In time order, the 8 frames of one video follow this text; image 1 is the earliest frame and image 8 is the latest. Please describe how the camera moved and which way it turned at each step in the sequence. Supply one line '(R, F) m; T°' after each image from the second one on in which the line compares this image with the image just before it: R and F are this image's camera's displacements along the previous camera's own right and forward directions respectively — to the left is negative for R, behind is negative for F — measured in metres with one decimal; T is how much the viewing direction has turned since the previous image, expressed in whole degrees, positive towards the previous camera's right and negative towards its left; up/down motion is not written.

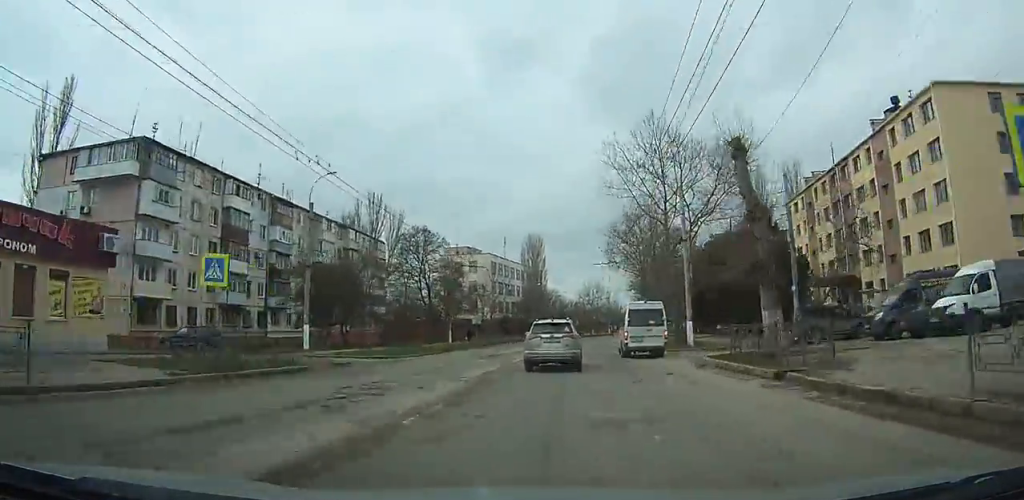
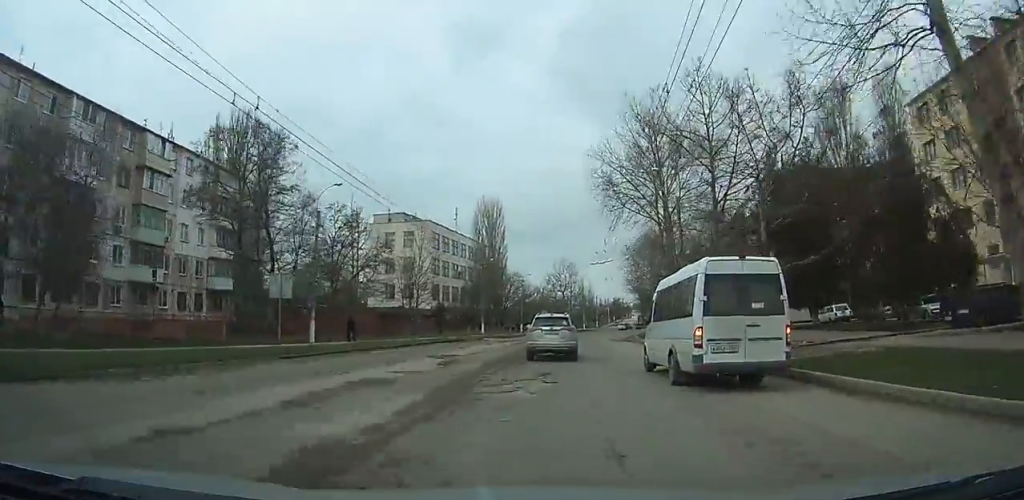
(+0.6, +36.1) m; +3°
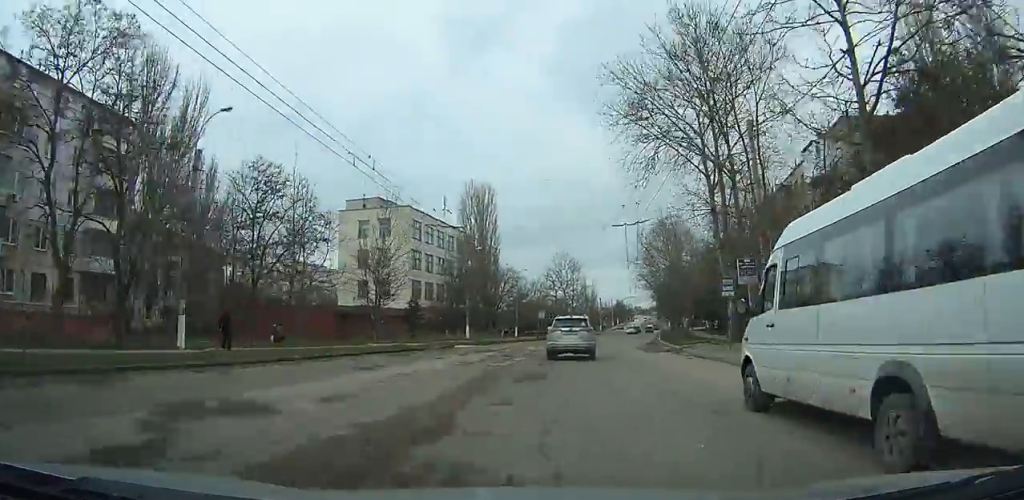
(+0.2, +15.7) m; +4°
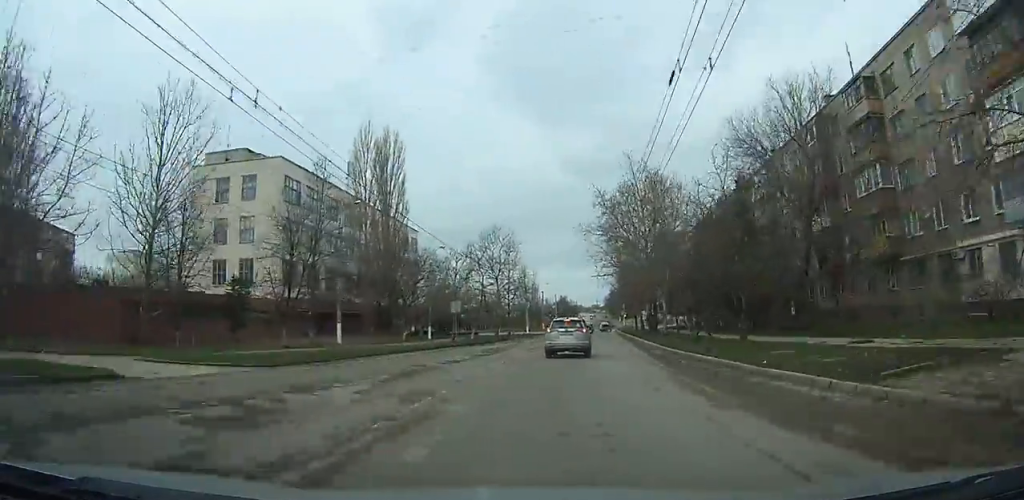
(+1.7, +26.8) m; +6°
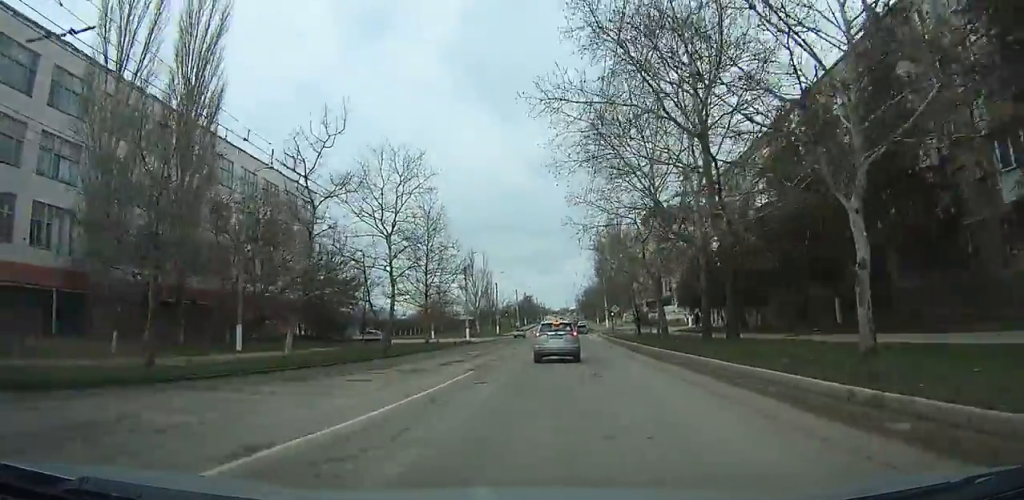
(+0.8, +36.2) m; +1°
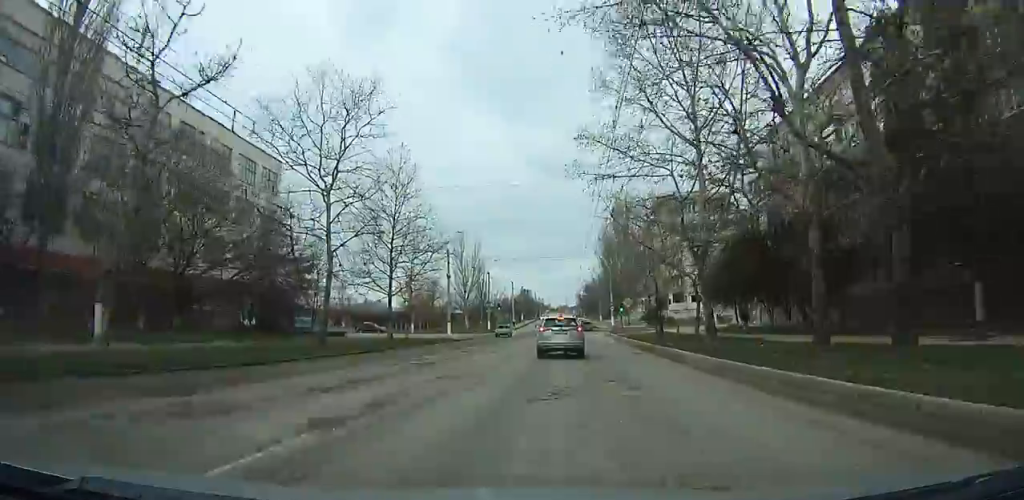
(-0.1, +12.7) m; 0°
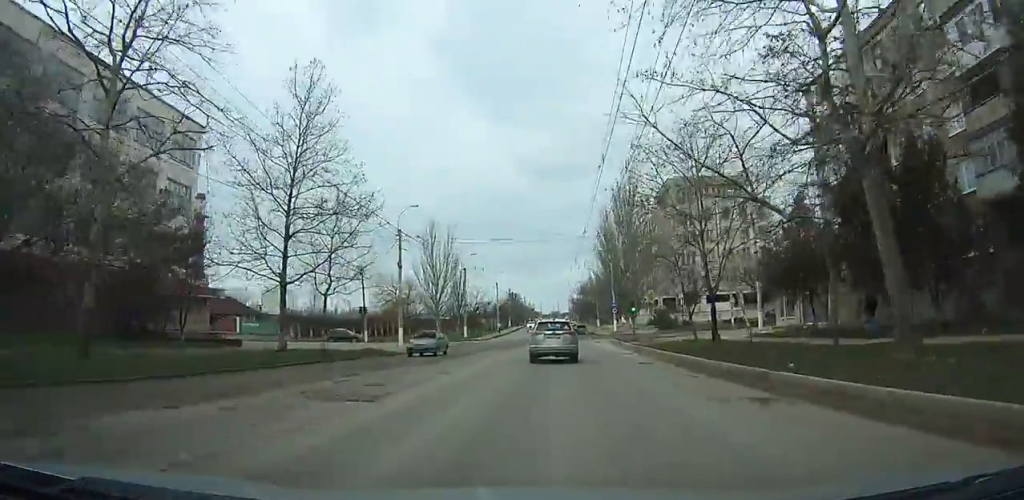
(+0.2, +17.4) m; +1°
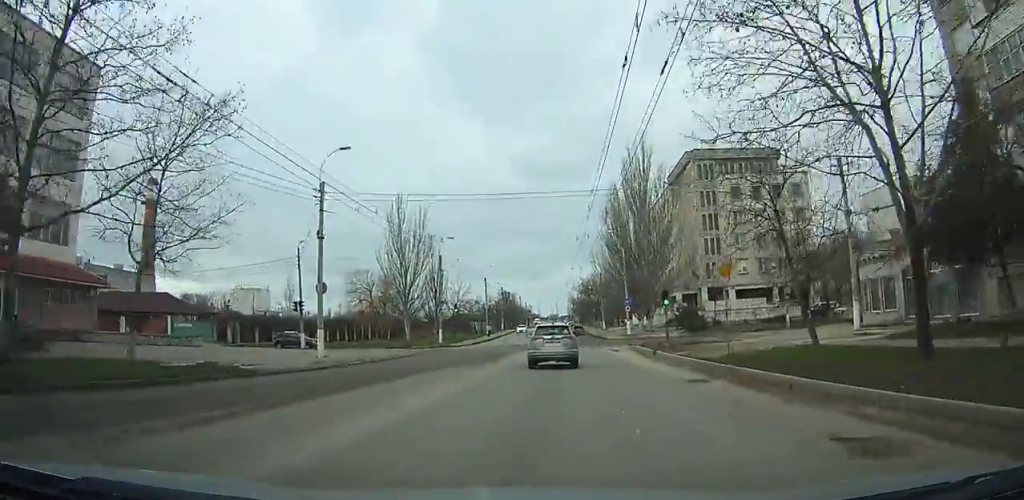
(+0.2, +16.6) m; +2°
